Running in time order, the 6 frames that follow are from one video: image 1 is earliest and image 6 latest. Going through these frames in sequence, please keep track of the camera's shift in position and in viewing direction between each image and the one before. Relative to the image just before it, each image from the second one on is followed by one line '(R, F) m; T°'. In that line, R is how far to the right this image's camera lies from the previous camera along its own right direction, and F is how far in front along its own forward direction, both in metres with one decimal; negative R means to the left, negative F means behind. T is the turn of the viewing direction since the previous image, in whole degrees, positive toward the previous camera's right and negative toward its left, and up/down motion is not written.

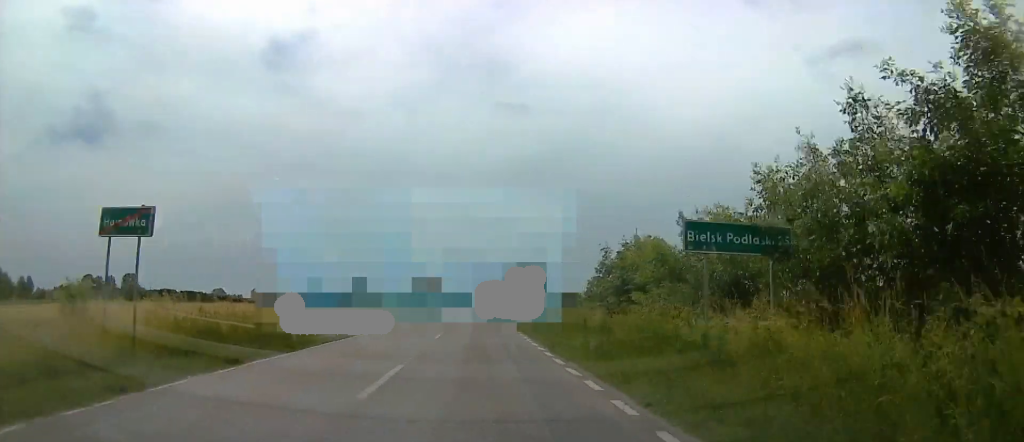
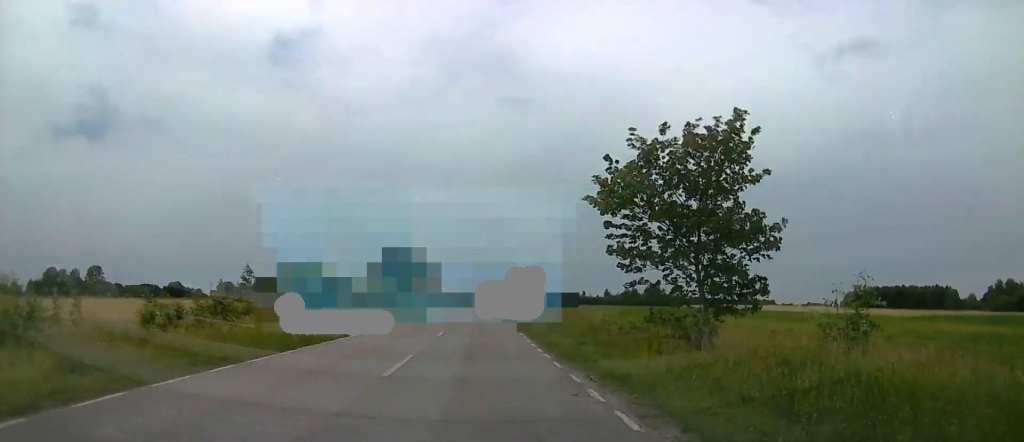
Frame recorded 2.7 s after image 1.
(0.0, +67.3) m; 0°
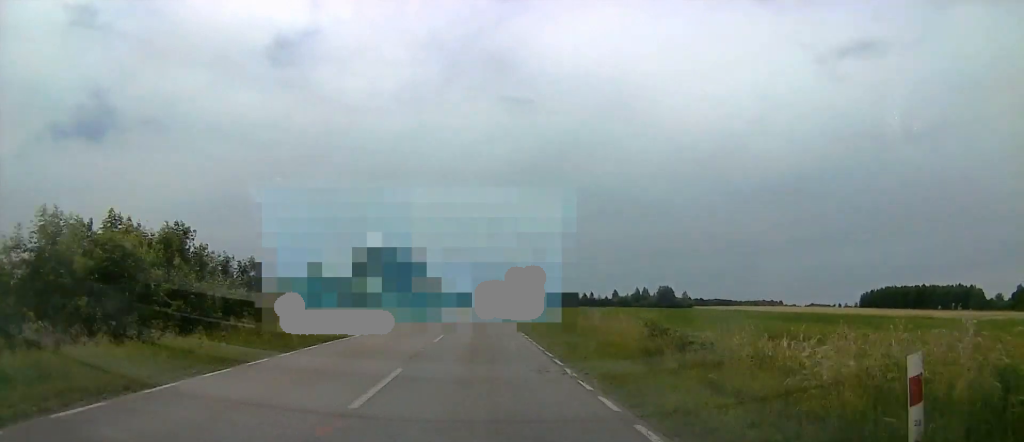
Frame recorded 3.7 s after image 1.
(0.0, +26.1) m; 0°
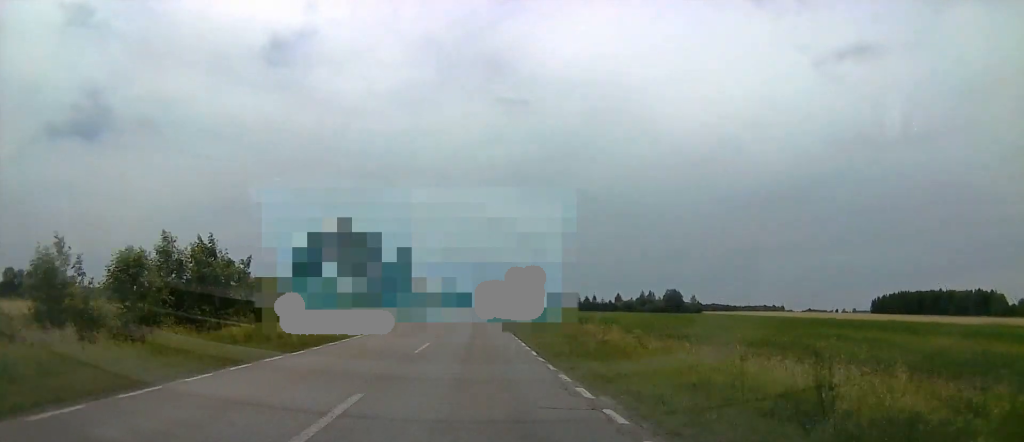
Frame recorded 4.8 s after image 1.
(+0.1, +26.8) m; +1°
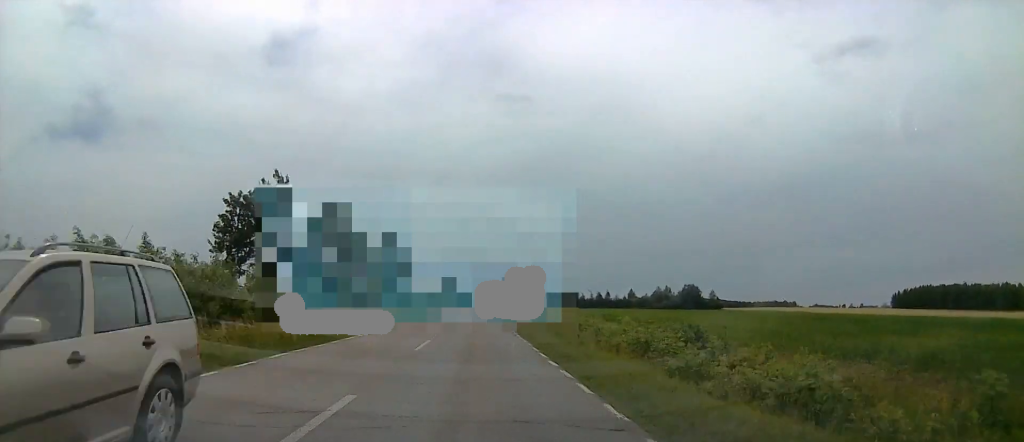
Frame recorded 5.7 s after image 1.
(+0.1, +24.1) m; 0°
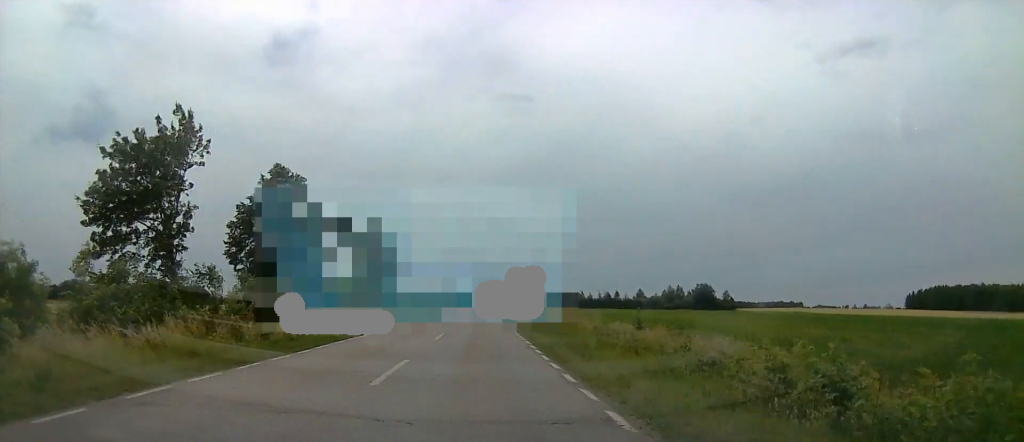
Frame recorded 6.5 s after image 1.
(+0.1, +18.2) m; -1°
